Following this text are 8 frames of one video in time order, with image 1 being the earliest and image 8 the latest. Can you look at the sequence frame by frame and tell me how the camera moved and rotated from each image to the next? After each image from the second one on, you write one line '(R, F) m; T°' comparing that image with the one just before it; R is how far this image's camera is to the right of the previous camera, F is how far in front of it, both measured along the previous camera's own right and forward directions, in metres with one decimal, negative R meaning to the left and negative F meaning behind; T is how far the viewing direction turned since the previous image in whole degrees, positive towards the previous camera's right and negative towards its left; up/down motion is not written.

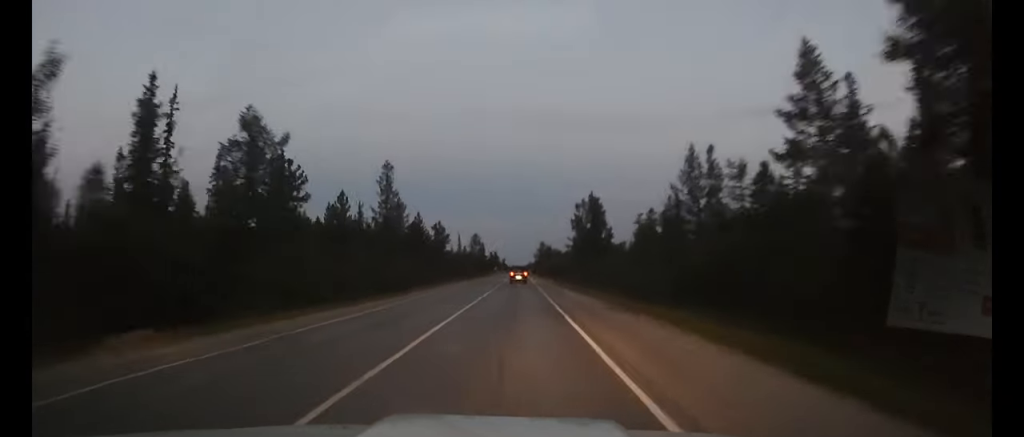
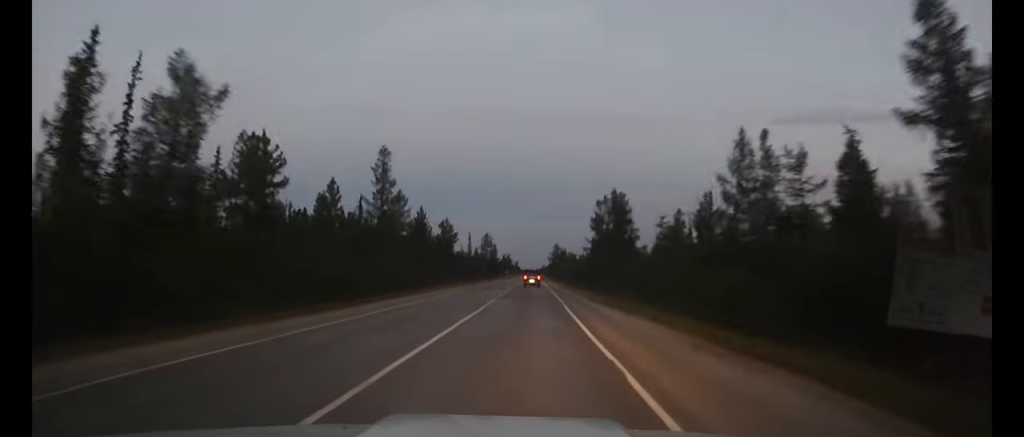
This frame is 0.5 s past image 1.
(0.0, +9.4) m; 0°
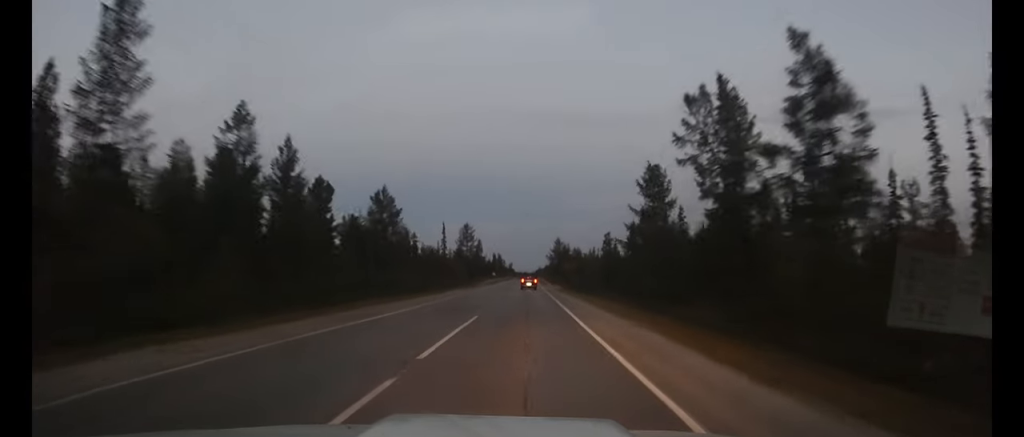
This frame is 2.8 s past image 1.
(-0.4, +46.7) m; -1°
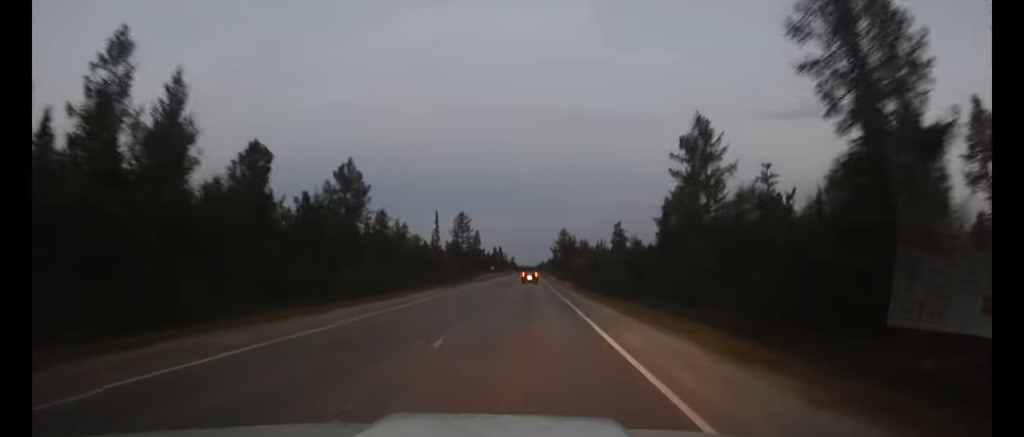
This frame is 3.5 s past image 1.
(0.0, +14.8) m; 0°
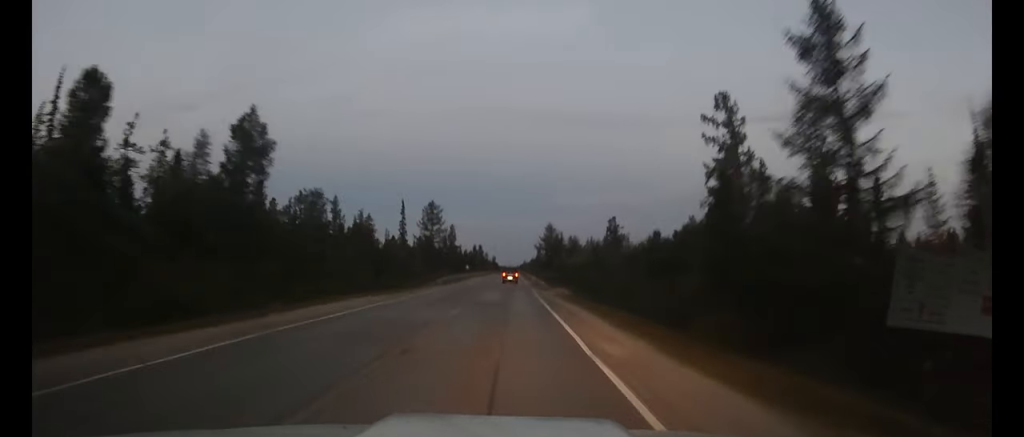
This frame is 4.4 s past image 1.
(0.0, +18.7) m; 0°
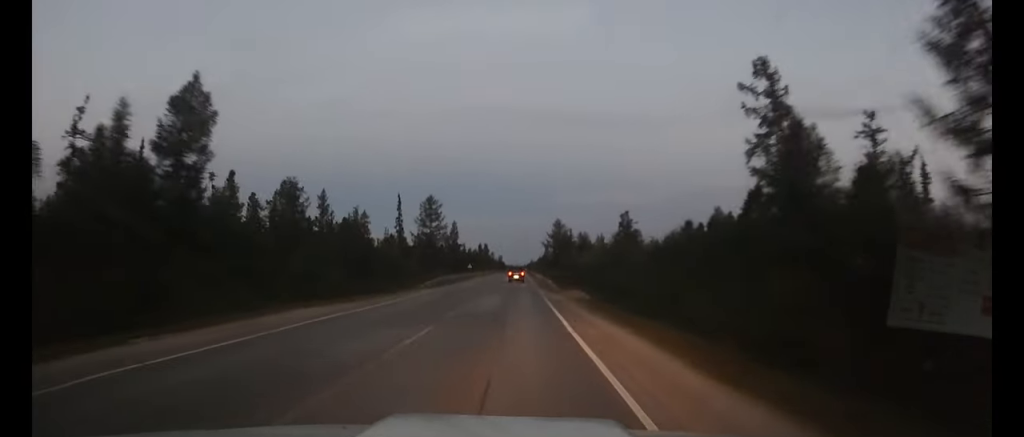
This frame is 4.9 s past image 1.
(0.0, +8.6) m; 0°
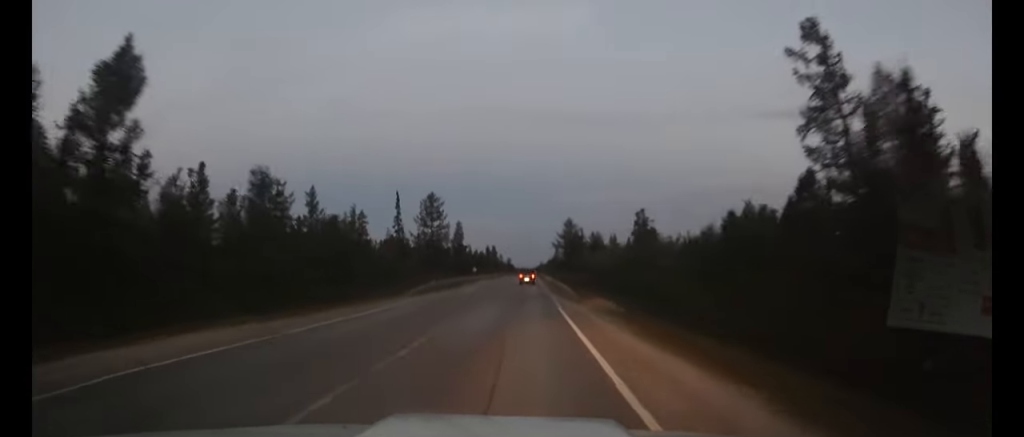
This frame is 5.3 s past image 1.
(0.0, +7.9) m; 0°
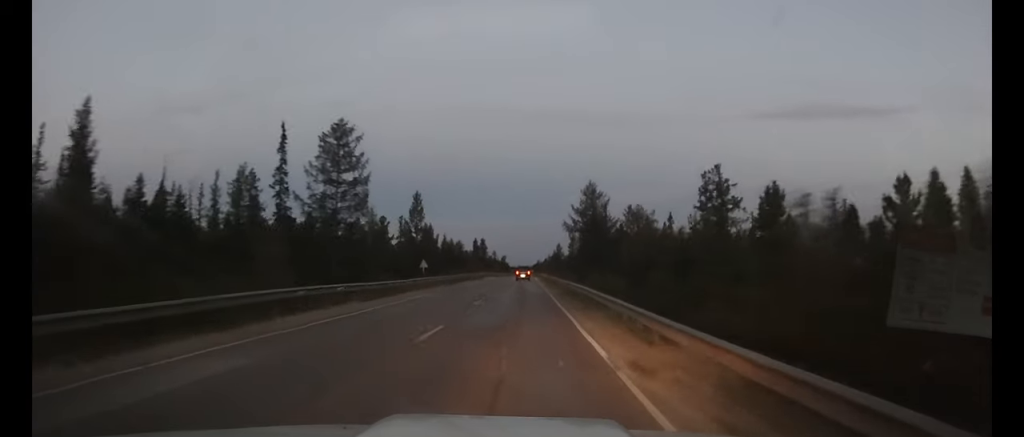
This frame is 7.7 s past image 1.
(-0.1, +46.5) m; 0°
